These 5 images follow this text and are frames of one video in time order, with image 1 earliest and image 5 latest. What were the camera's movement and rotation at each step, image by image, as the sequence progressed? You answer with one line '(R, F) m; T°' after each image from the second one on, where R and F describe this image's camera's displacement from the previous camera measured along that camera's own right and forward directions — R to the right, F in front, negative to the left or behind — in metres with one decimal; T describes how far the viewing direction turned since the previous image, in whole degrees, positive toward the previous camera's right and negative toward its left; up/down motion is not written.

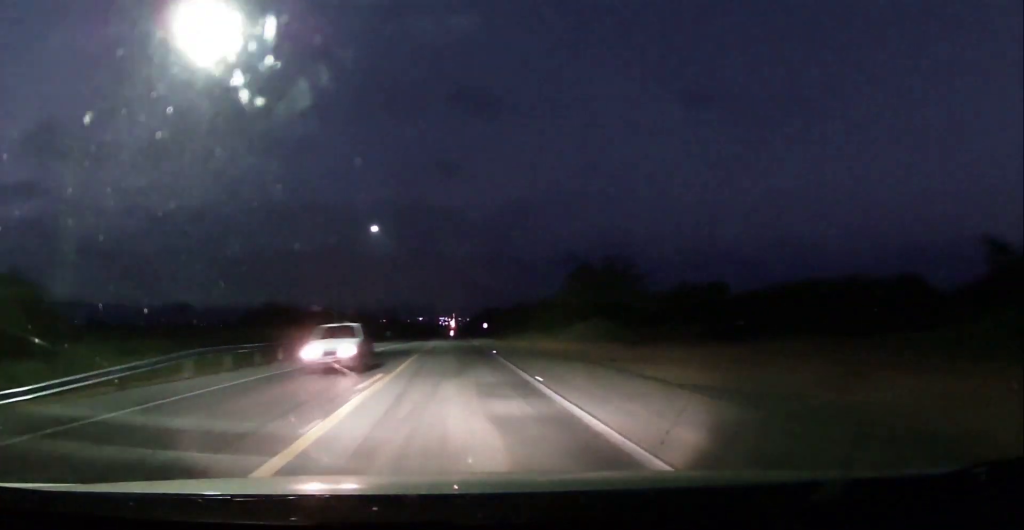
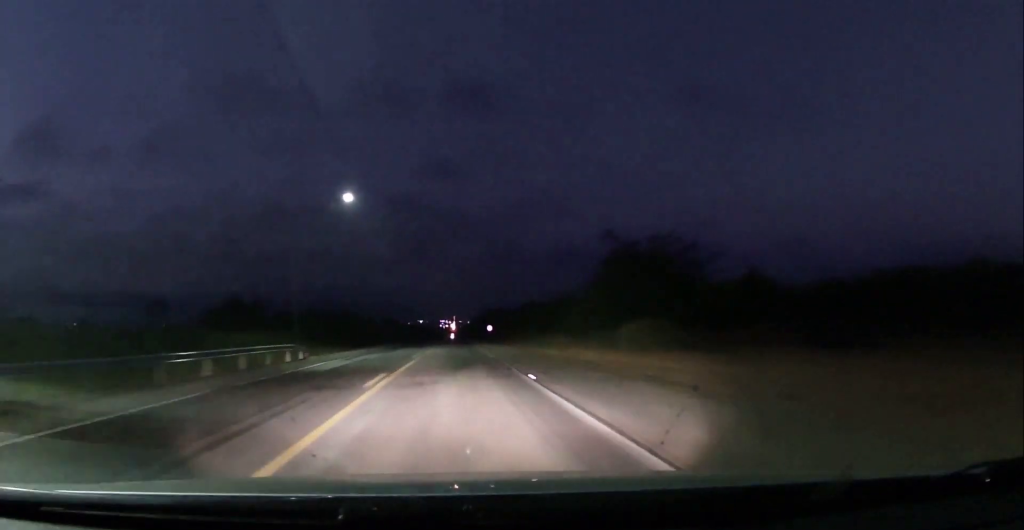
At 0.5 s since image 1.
(-0.1, +14.5) m; 0°
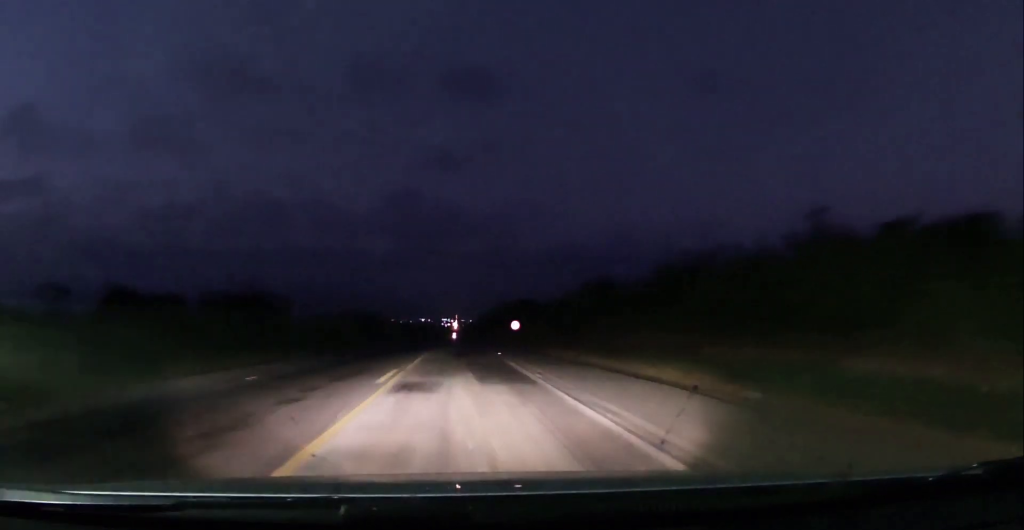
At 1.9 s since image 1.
(-0.1, +45.3) m; 0°
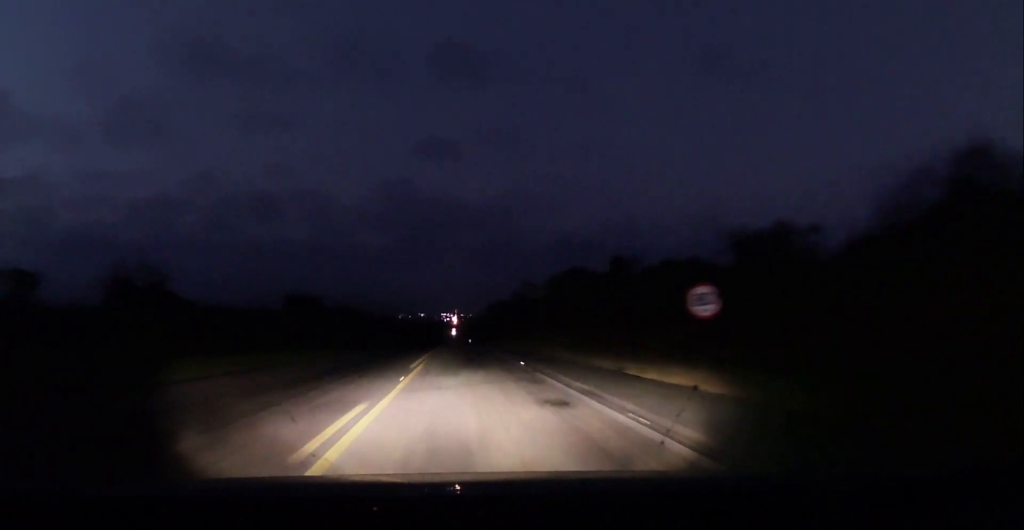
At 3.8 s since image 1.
(+0.6, +54.8) m; 0°
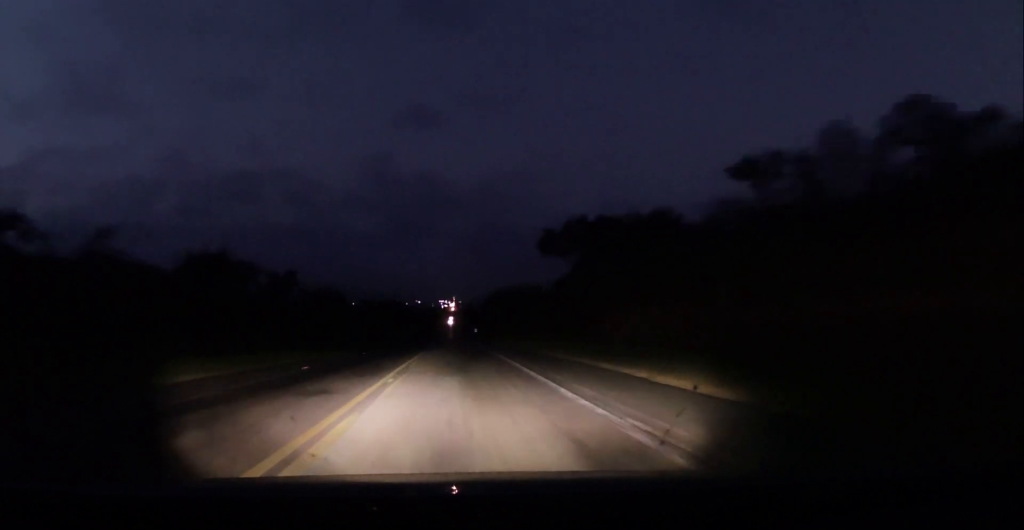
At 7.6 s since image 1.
(-0.3, +110.6) m; +1°
